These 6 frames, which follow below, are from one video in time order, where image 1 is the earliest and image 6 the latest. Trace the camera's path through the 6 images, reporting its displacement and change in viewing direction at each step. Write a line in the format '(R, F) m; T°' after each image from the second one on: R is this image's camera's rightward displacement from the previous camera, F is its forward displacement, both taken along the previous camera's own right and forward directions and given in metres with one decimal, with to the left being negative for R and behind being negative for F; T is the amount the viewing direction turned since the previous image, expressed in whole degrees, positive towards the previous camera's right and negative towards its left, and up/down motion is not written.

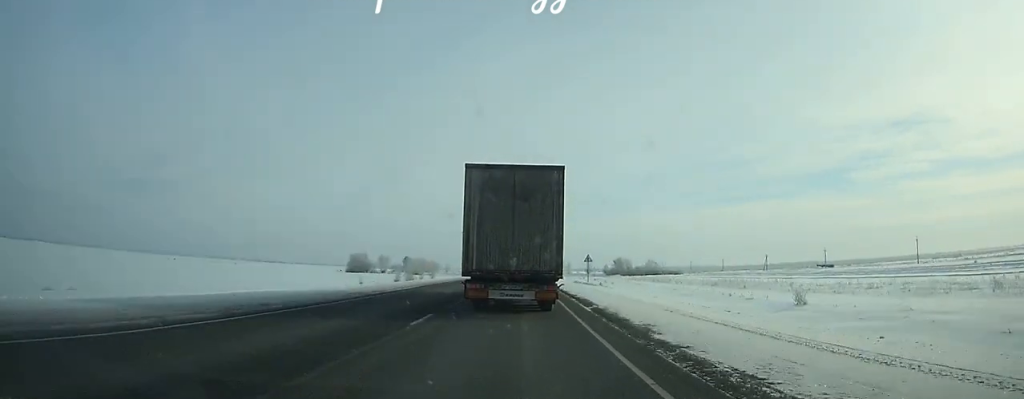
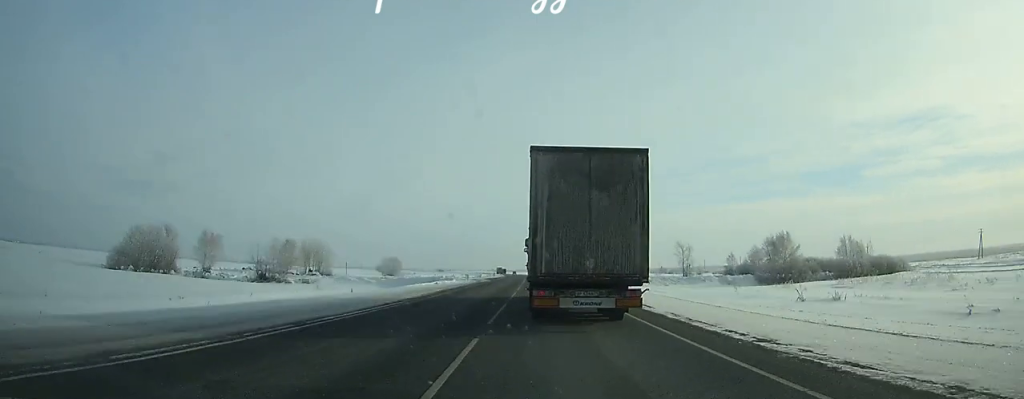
(-2.2, +160.7) m; -1°
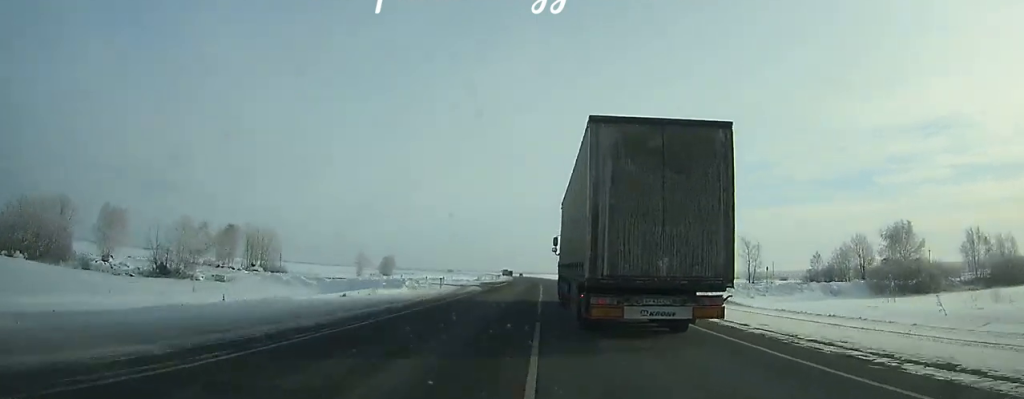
(0.0, +33.8) m; 0°
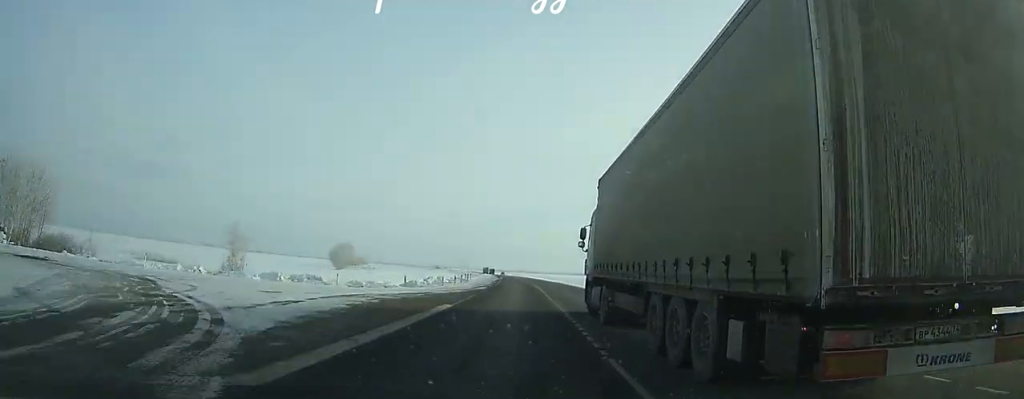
(+0.2, +51.4) m; 0°
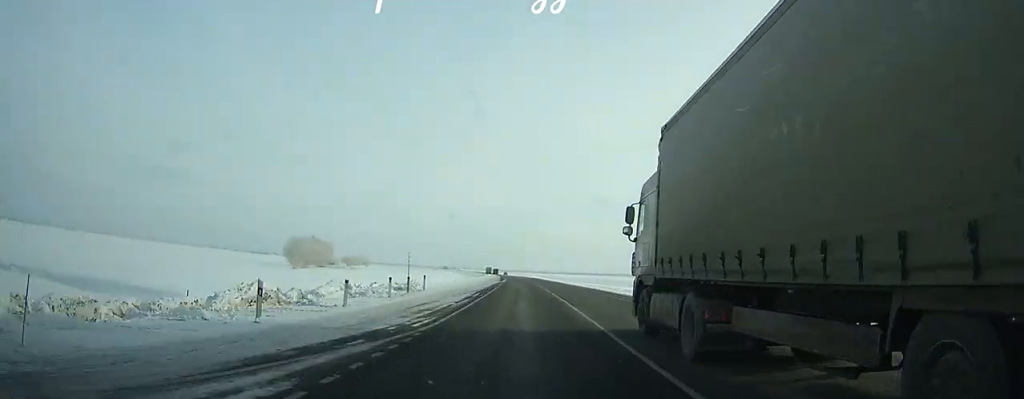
(-0.2, +39.5) m; 0°
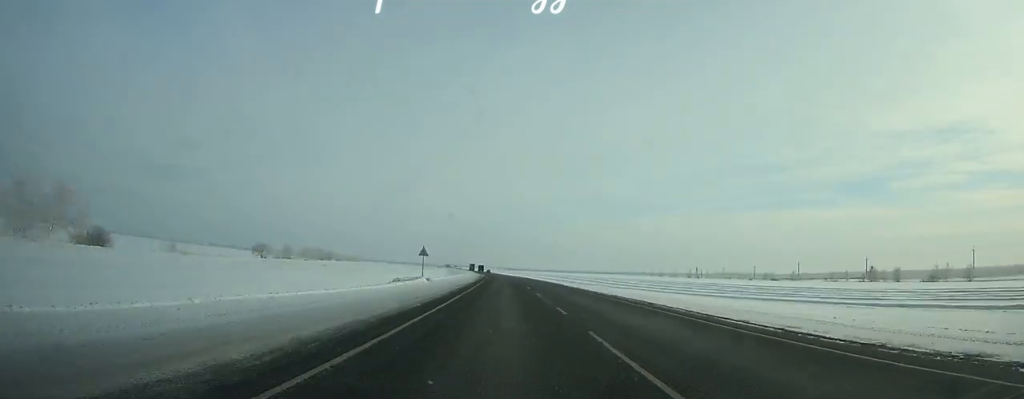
(-1.6, +132.9) m; -2°
